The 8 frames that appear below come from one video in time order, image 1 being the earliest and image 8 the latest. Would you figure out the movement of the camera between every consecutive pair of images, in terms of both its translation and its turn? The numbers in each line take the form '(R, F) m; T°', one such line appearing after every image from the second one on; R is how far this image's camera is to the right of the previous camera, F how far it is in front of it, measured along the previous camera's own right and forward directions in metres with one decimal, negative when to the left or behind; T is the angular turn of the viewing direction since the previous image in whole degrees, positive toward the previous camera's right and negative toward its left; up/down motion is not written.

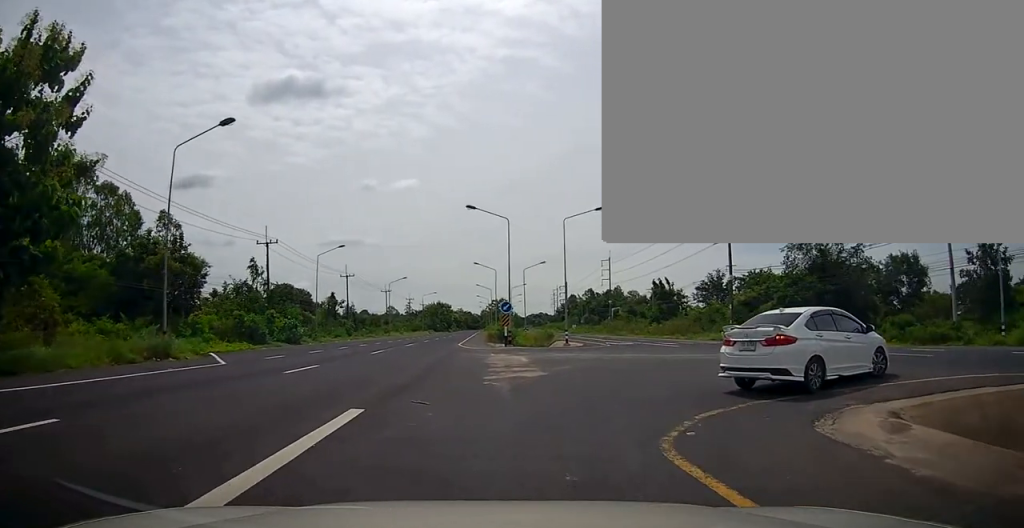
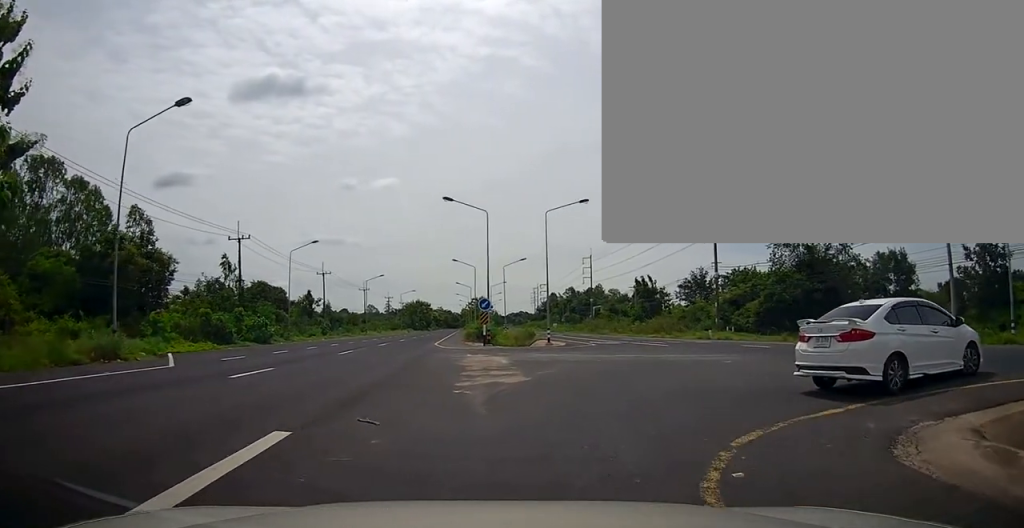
(0.0, +2.3) m; +2°
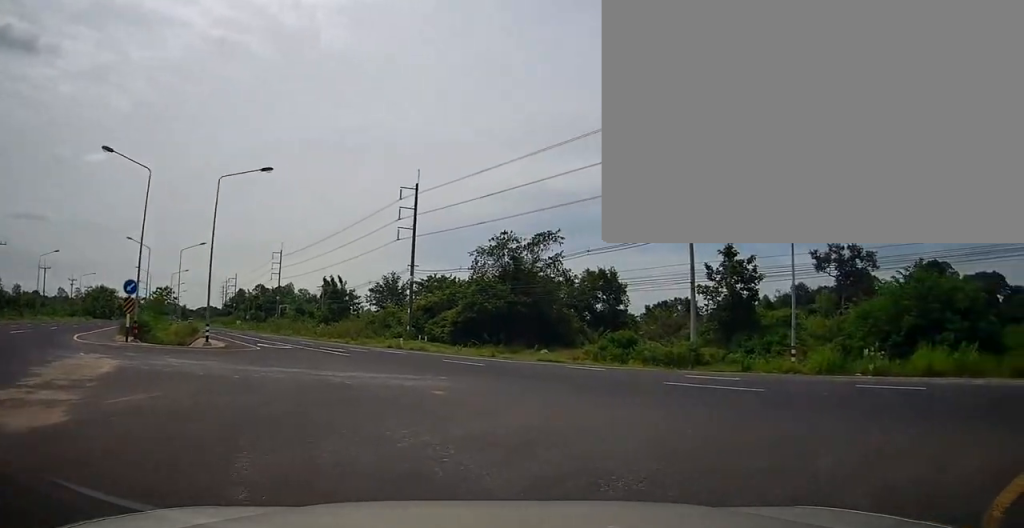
(+1.0, +7.6) m; +31°
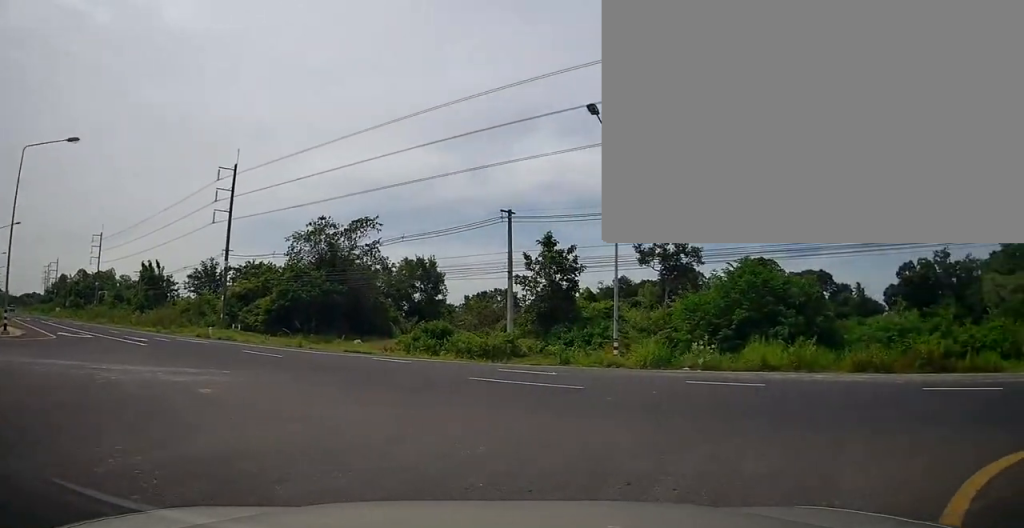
(+0.3, +1.7) m; +16°
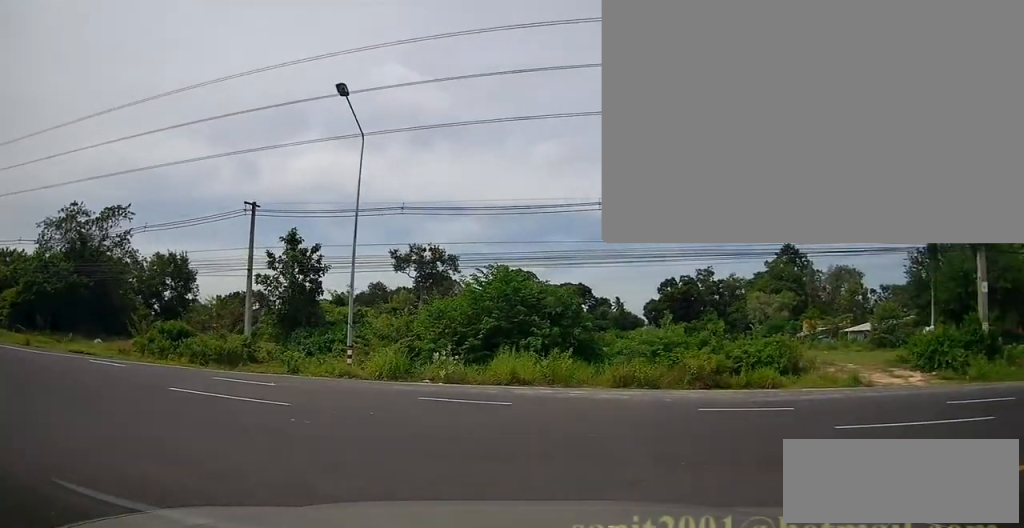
(+0.4, +2.2) m; +31°
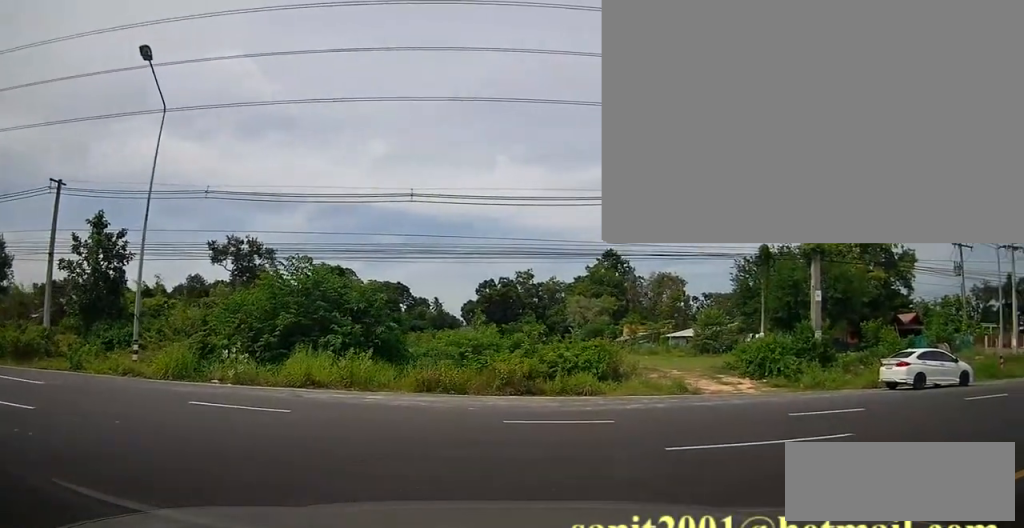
(+0.1, +1.5) m; +22°
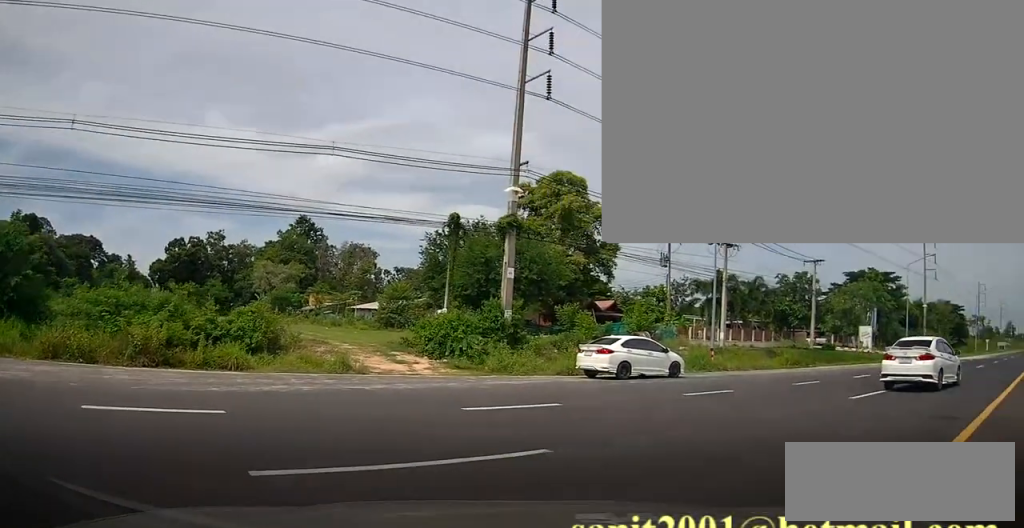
(+1.0, +2.7) m; +31°
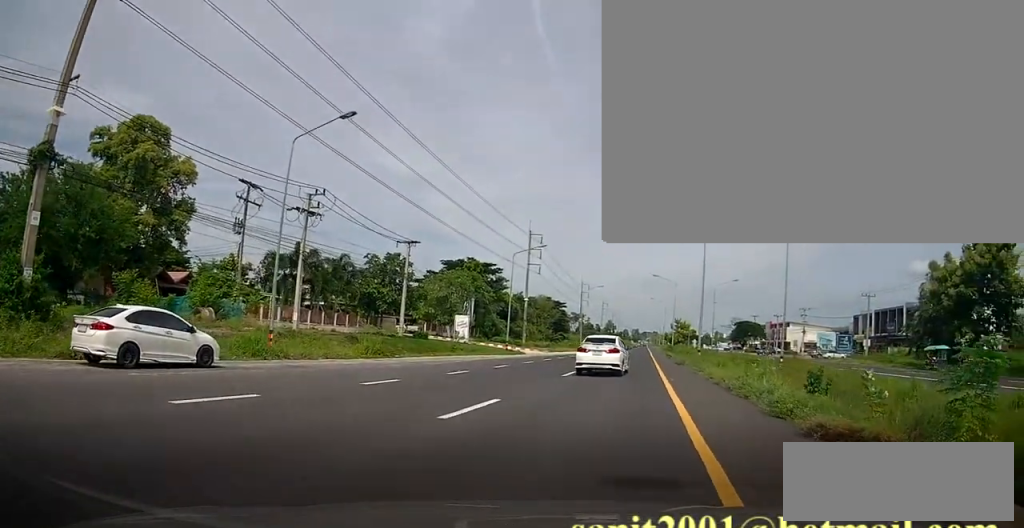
(+1.1, +5.0) m; +24°
